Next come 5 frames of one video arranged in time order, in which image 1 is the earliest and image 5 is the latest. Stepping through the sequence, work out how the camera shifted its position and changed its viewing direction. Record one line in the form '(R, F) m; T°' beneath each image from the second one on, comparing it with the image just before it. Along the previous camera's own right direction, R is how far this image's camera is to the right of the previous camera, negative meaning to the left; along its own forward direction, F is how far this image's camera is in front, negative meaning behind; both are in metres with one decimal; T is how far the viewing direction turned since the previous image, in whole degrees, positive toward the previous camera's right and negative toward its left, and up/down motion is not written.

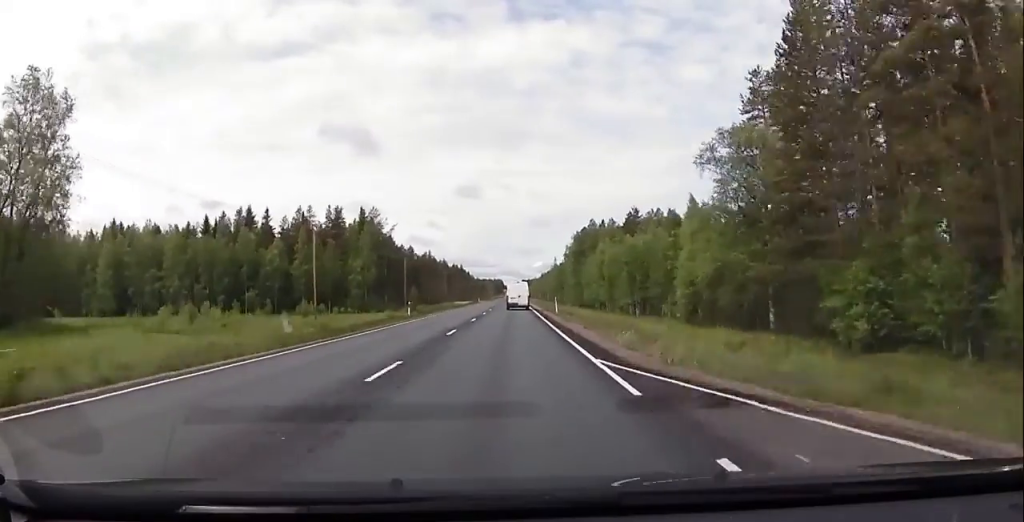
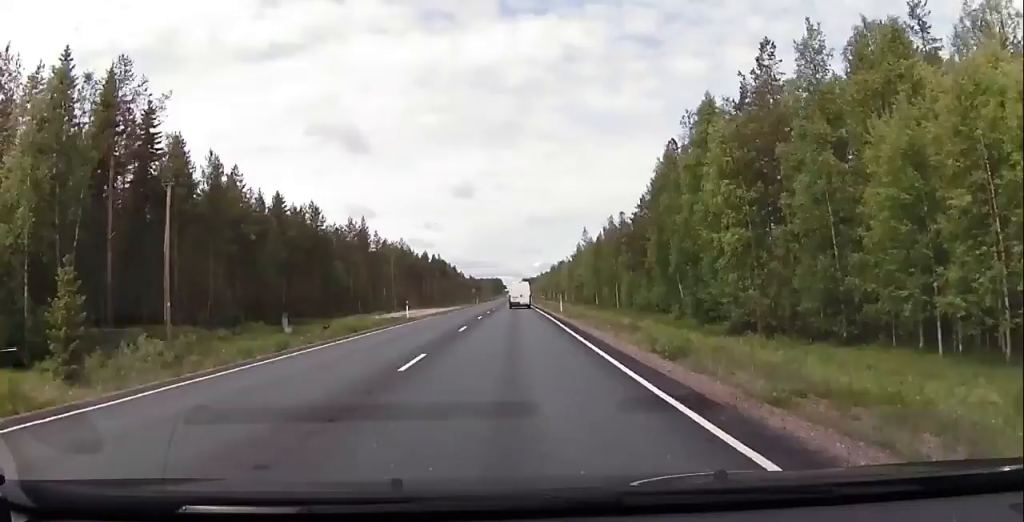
(+1.2, +93.9) m; 0°
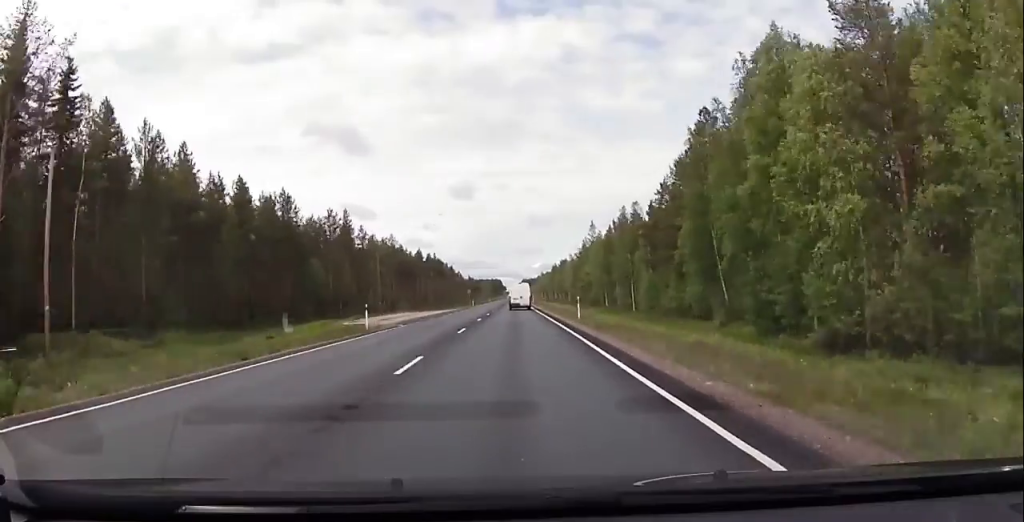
(-0.3, +12.4) m; 0°
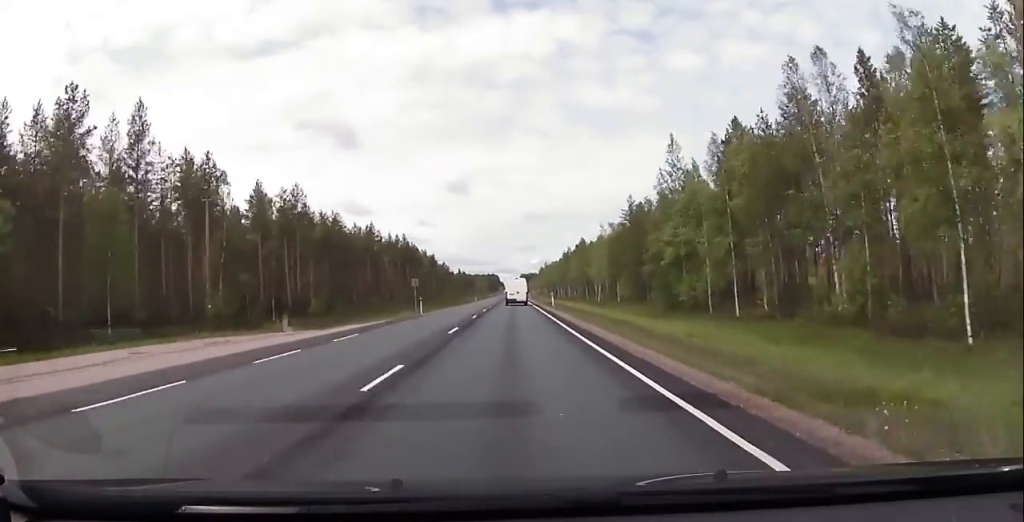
(+1.9, +61.4) m; +1°
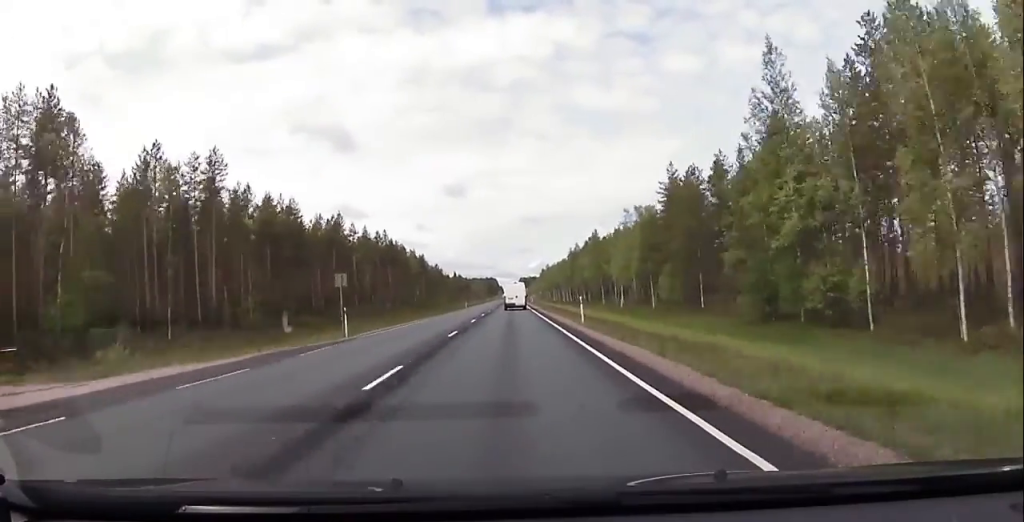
(-0.5, +23.4) m; 0°
